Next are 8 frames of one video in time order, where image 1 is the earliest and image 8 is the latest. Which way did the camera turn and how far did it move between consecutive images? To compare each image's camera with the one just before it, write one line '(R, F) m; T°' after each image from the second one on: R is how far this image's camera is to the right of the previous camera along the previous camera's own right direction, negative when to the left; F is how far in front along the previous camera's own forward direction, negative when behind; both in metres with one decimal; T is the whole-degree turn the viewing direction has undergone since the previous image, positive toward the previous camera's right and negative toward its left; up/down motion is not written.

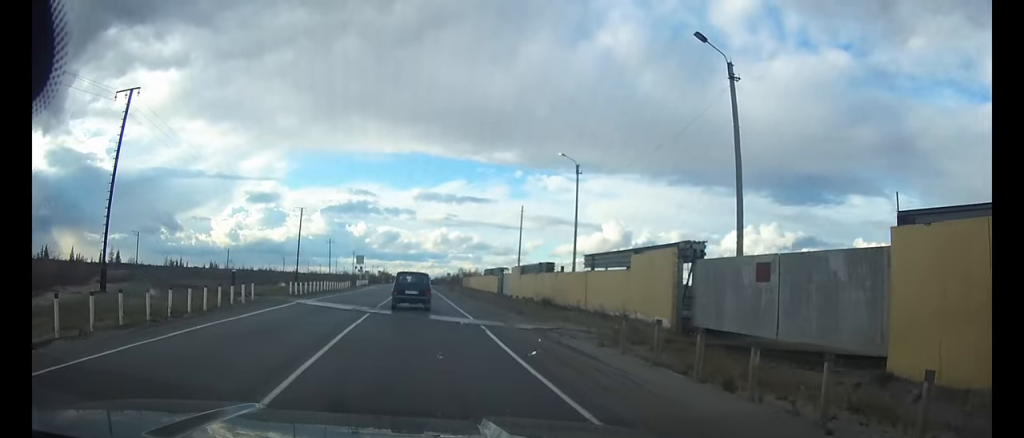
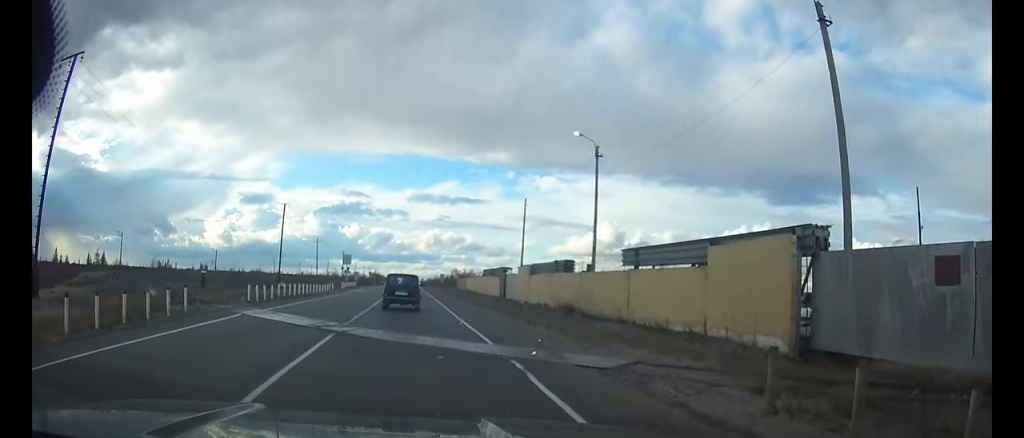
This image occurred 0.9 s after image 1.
(0.0, +6.9) m; 0°
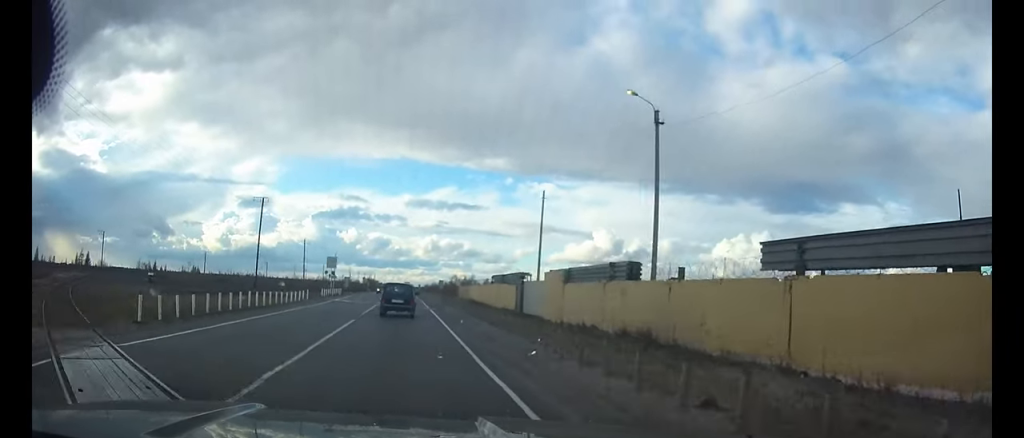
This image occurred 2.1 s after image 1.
(0.0, +10.5) m; 0°
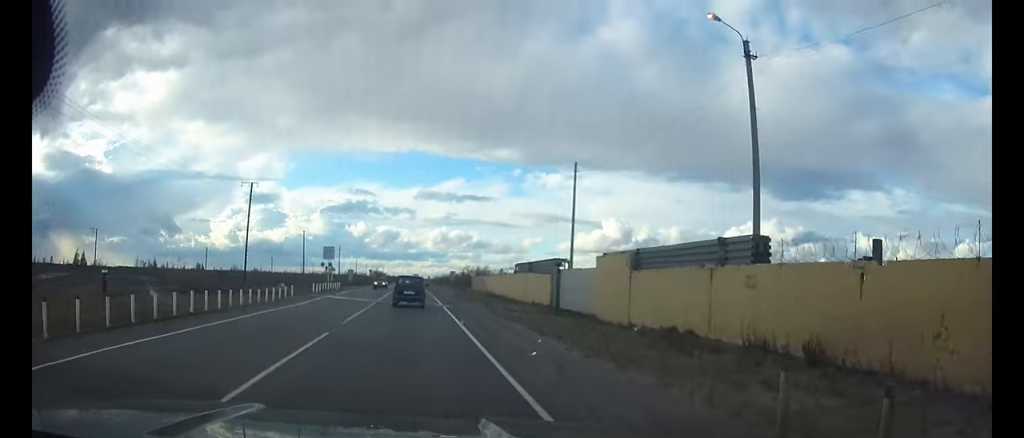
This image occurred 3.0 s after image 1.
(0.0, +8.5) m; 0°
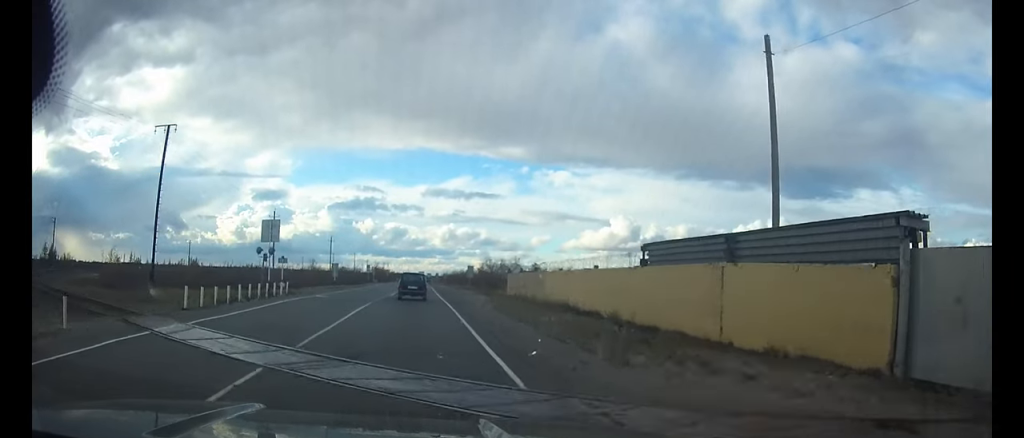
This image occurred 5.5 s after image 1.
(-0.1, +25.9) m; -1°
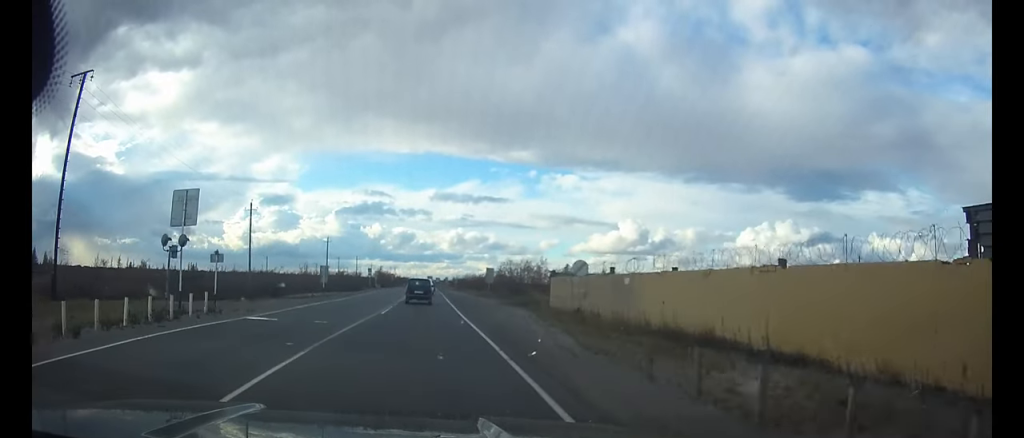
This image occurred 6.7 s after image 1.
(-0.1, +14.1) m; 0°
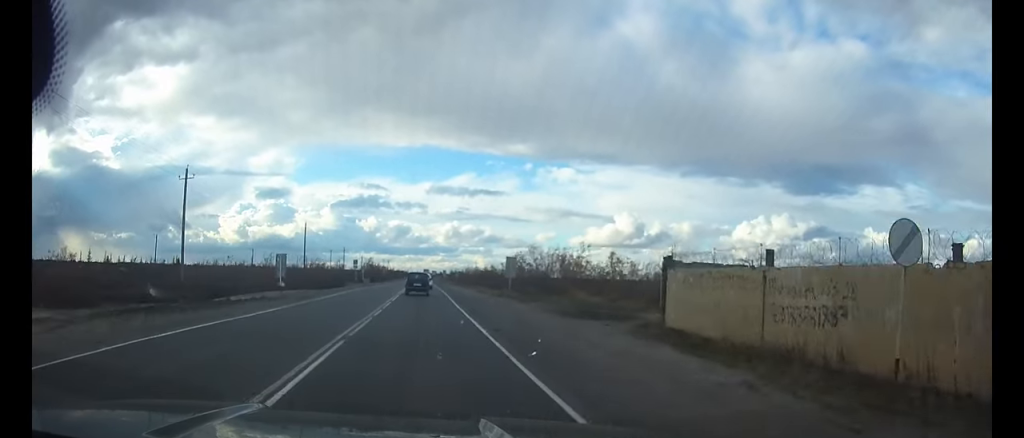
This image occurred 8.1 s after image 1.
(+0.1, +18.5) m; 0°
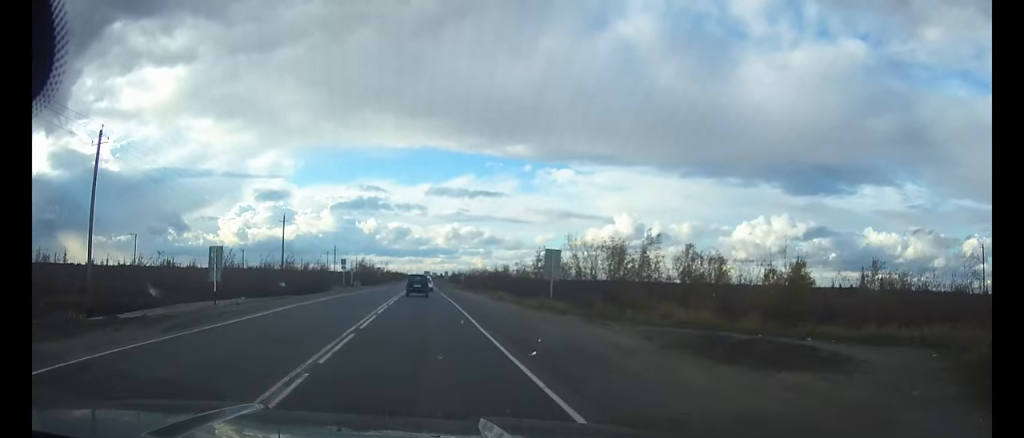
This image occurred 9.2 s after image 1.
(0.0, +15.1) m; 0°
